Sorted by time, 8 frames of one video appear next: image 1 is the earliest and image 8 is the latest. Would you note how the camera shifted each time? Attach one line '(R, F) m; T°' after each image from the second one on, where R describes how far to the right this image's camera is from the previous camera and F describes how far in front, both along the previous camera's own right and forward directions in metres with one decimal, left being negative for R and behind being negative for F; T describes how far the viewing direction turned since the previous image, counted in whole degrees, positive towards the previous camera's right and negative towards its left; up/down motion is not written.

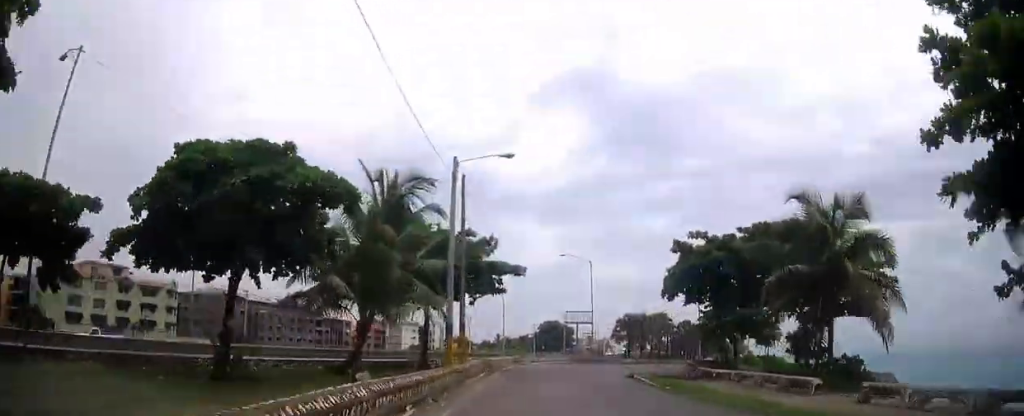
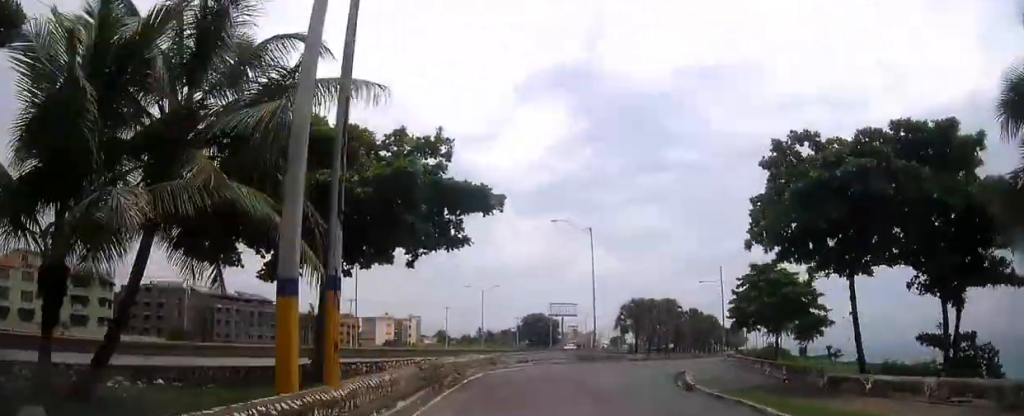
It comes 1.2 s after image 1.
(-0.3, +16.2) m; +3°
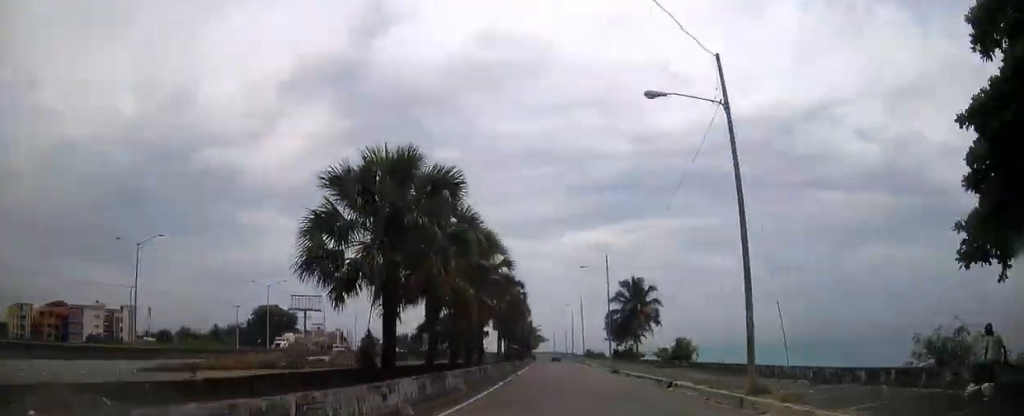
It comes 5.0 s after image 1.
(+6.7, +52.6) m; +16°
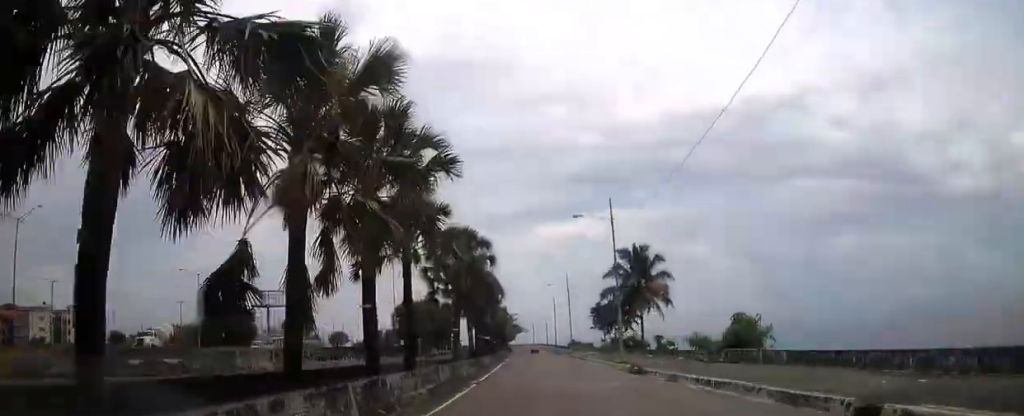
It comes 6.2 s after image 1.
(+1.6, +17.8) m; +4°
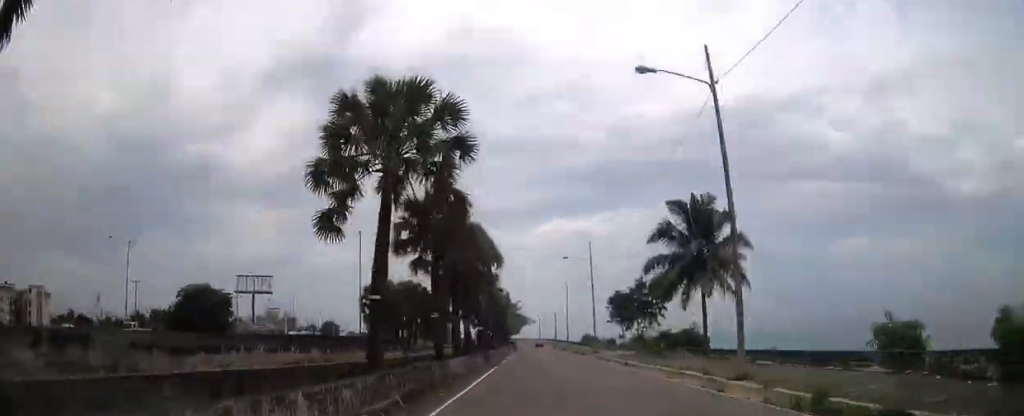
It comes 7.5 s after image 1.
(+0.7, +20.3) m; +2°
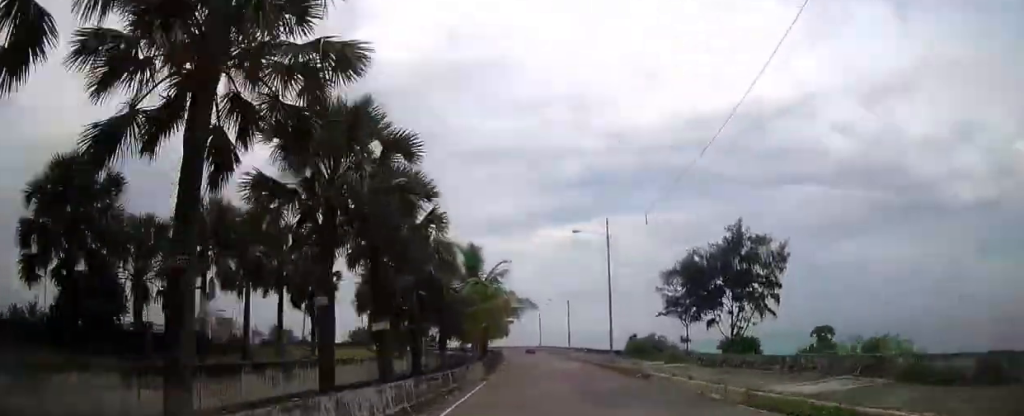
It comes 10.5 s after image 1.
(+0.1, +50.2) m; 0°
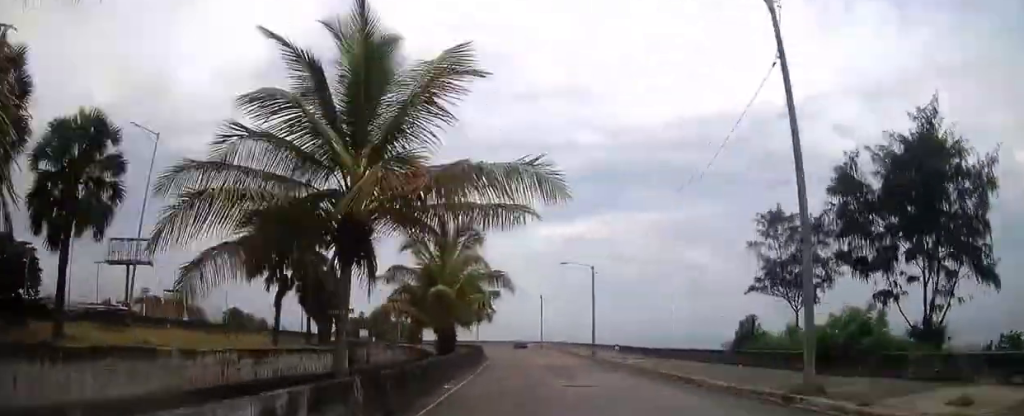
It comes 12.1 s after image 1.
(-0.1, +27.7) m; 0°
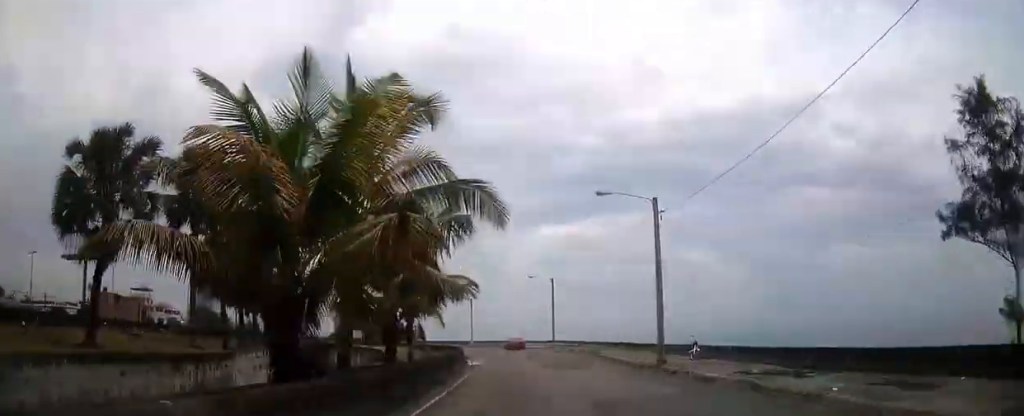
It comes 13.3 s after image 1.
(+0.2, +21.5) m; -2°
